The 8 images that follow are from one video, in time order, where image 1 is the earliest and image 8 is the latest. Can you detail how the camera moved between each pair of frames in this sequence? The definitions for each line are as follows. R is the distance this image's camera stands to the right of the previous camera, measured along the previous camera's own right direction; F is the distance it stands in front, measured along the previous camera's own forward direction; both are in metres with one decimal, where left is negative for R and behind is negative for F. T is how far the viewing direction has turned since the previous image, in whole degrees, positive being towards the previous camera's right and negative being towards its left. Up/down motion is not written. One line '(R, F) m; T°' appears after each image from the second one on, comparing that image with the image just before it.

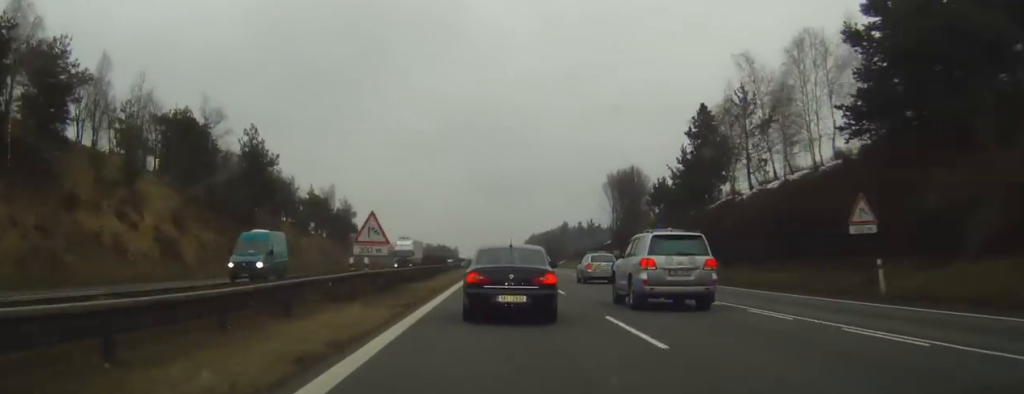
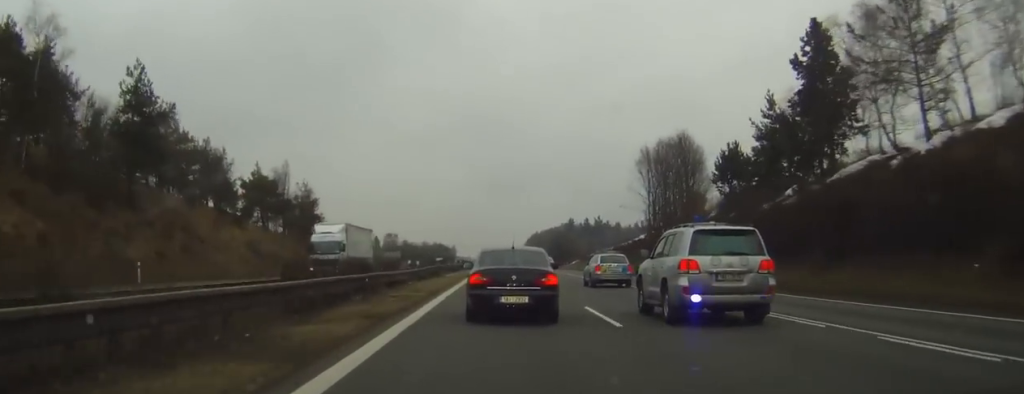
(-0.5, +33.0) m; -1°
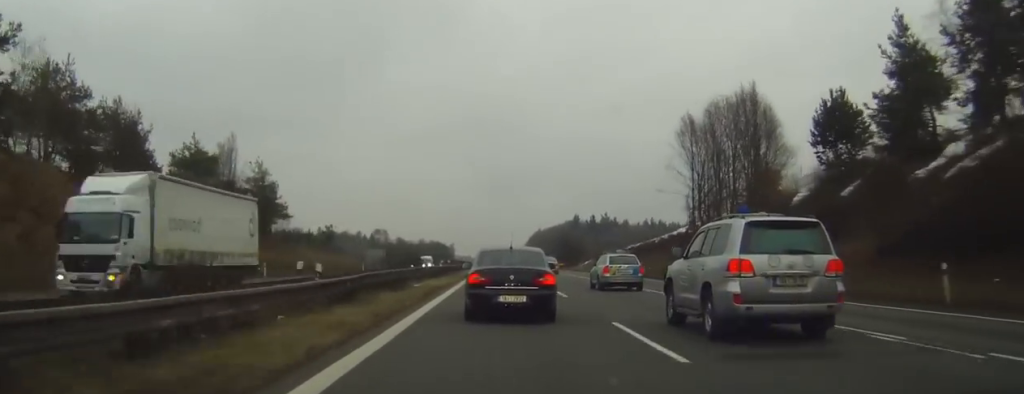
(0.0, +23.9) m; 0°
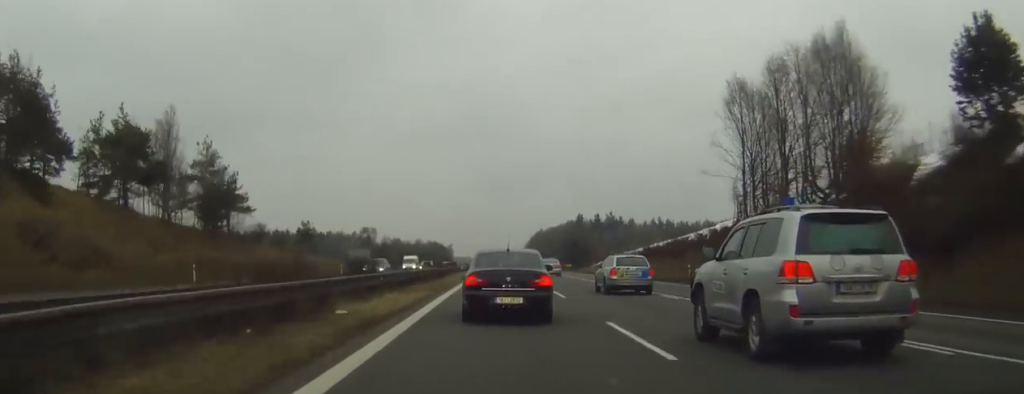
(-0.1, +16.4) m; 0°
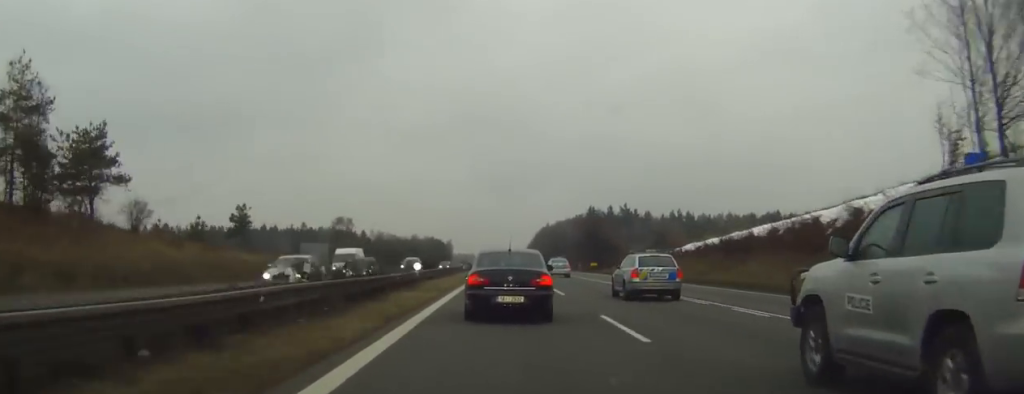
(-0.2, +34.2) m; 0°
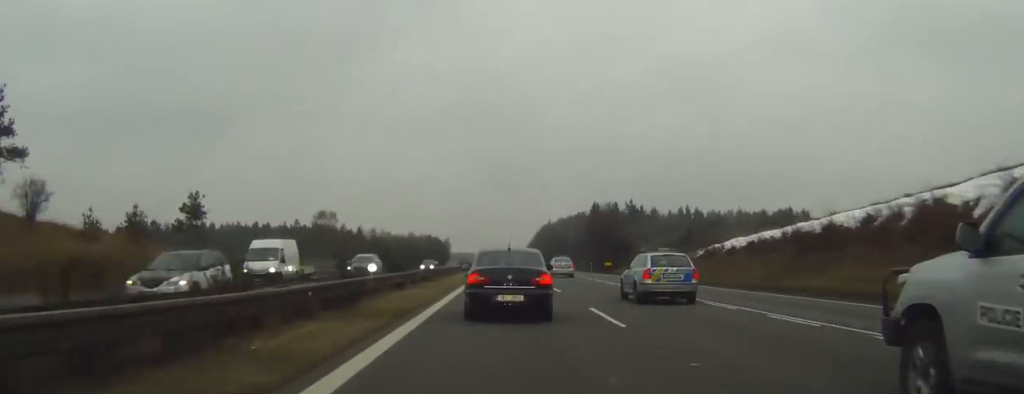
(0.0, +14.9) m; 0°
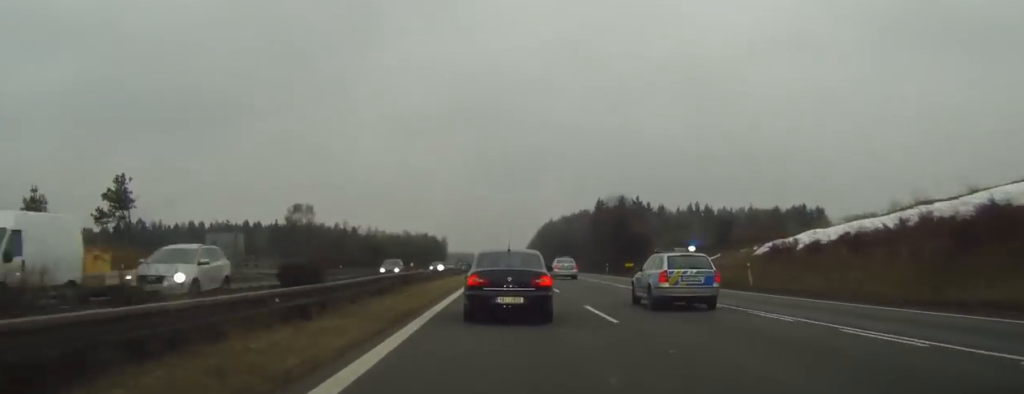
(-0.1, +16.4) m; 0°
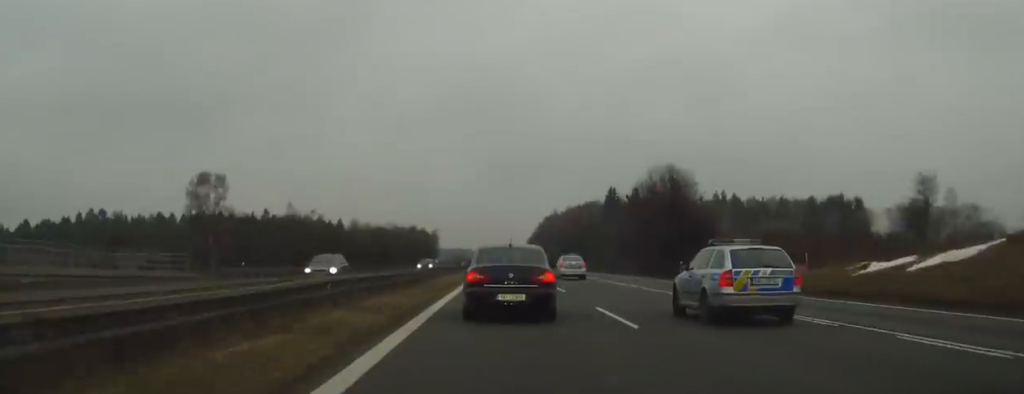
(+0.4, +37.5) m; 0°
